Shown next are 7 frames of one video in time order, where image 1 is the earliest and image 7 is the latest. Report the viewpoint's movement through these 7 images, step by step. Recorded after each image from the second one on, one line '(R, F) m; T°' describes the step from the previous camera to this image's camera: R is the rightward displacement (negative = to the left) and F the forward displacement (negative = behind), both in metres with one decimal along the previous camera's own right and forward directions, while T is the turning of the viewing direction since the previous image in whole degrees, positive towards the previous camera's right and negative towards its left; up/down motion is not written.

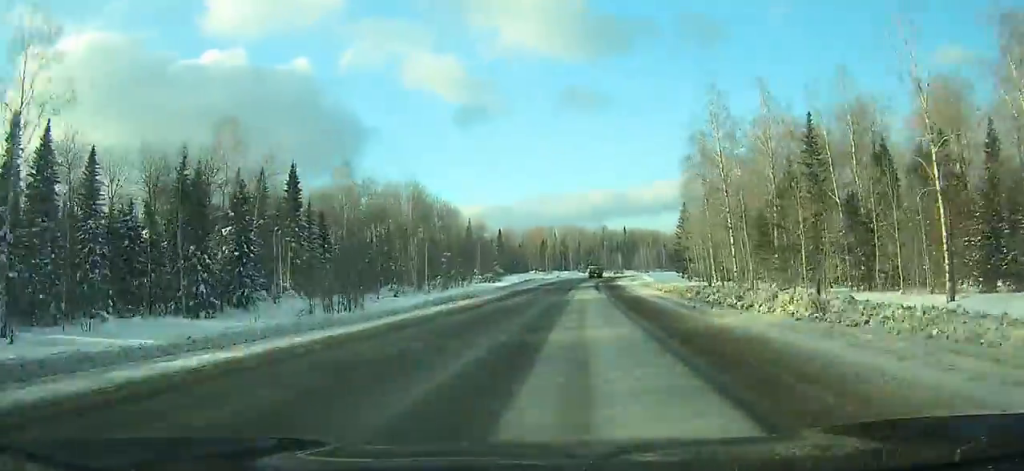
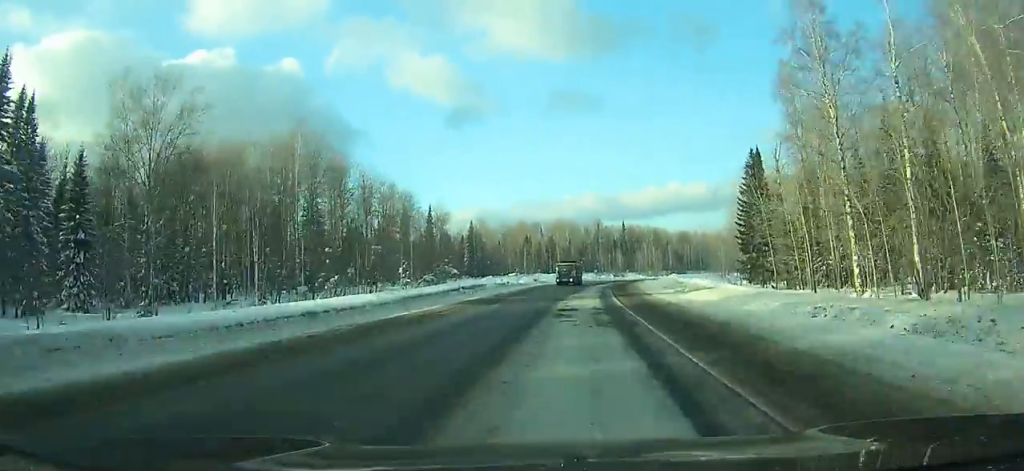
(+0.1, +47.3) m; +1°
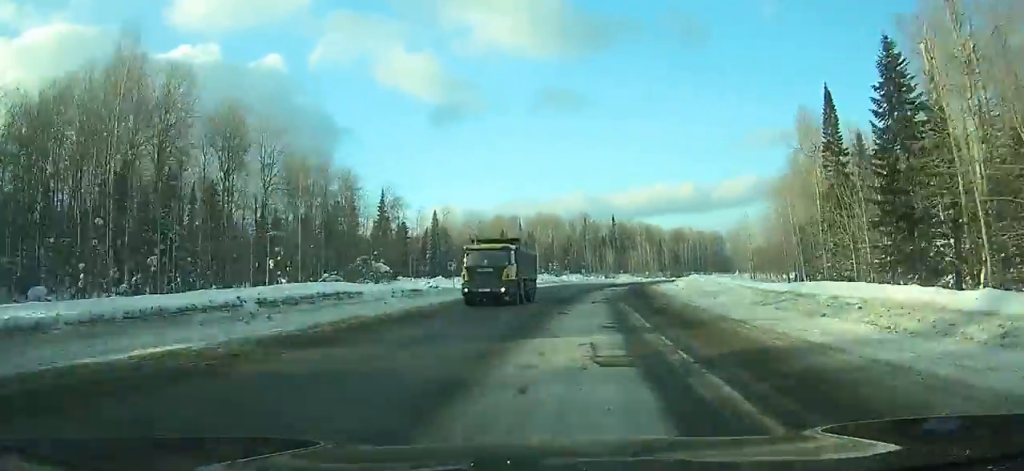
(+0.1, +31.7) m; +2°
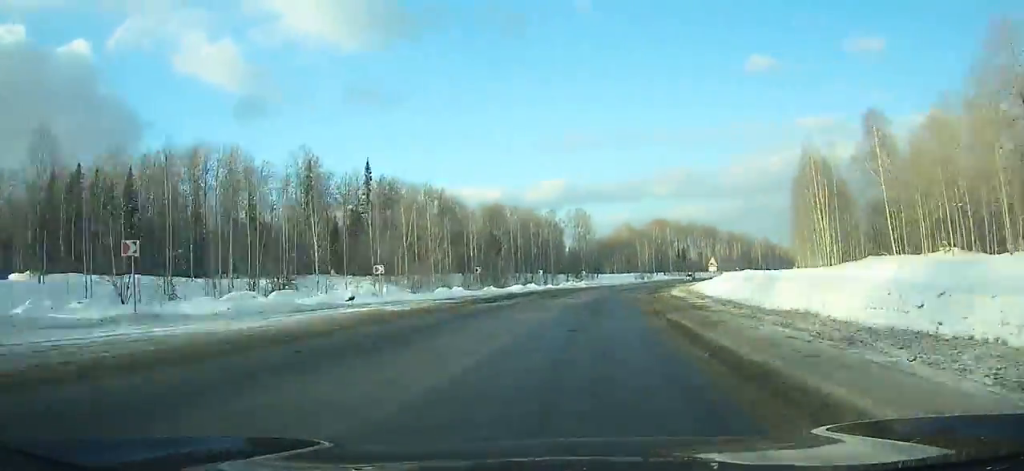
(+17.4, +129.2) m; +18°
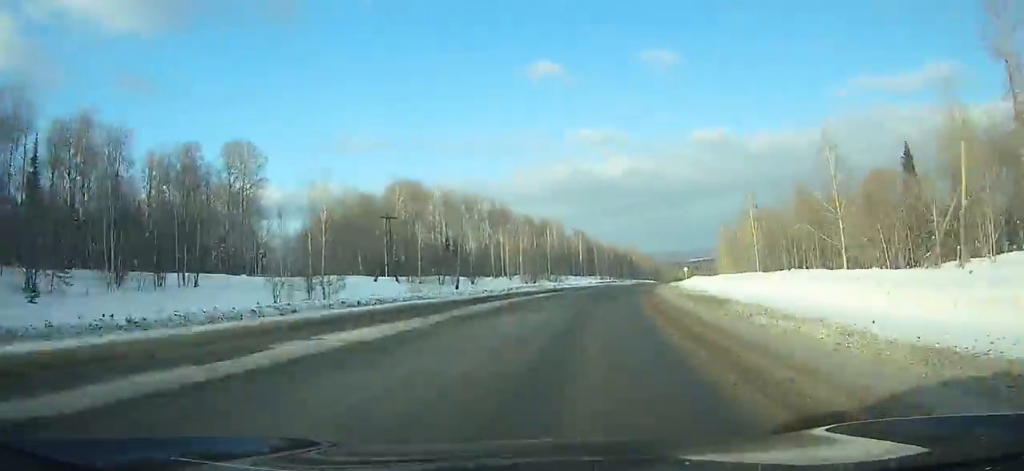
(+22.8, +123.7) m; +20°
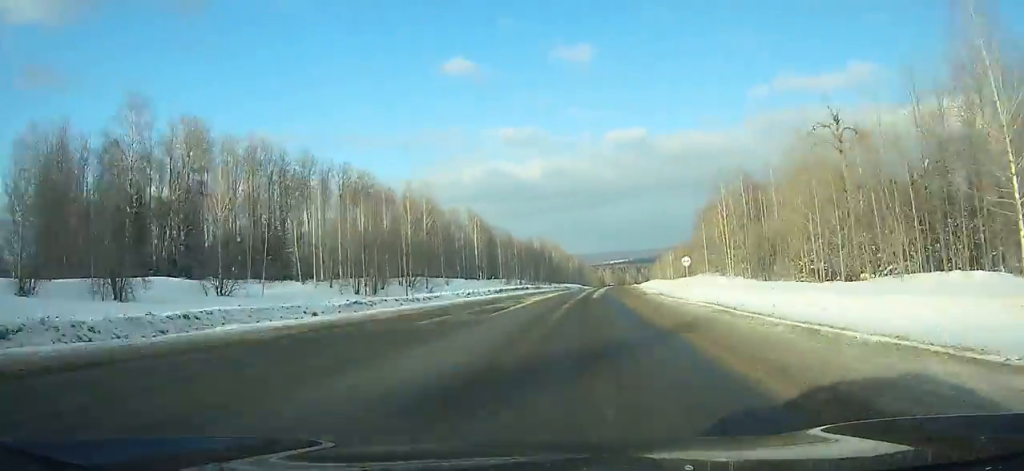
(+4.7, +64.1) m; +7°
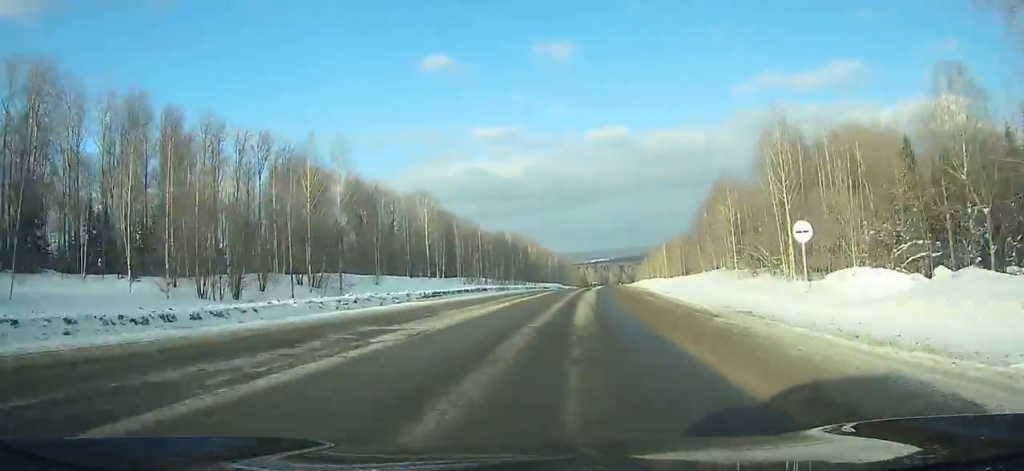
(+0.5, +28.8) m; +2°
